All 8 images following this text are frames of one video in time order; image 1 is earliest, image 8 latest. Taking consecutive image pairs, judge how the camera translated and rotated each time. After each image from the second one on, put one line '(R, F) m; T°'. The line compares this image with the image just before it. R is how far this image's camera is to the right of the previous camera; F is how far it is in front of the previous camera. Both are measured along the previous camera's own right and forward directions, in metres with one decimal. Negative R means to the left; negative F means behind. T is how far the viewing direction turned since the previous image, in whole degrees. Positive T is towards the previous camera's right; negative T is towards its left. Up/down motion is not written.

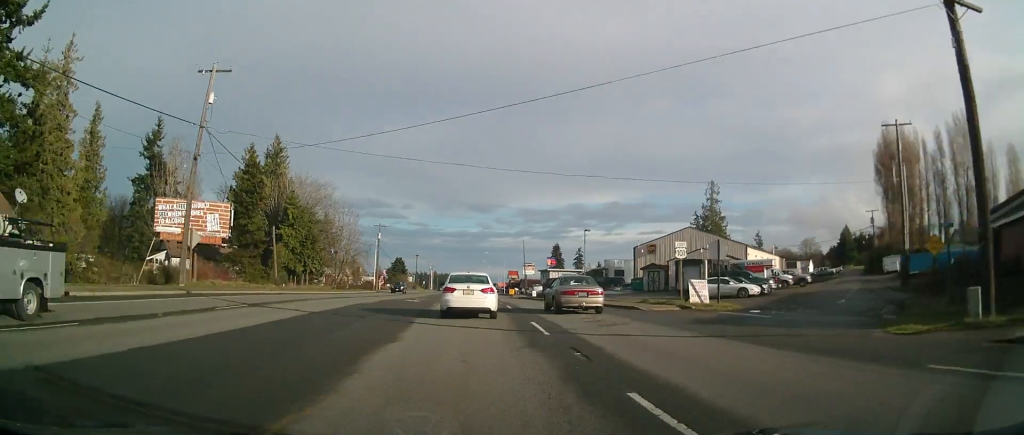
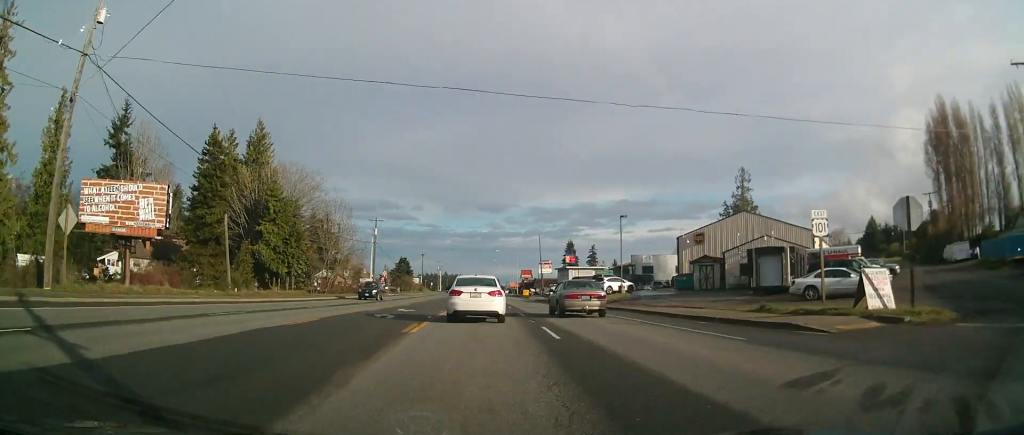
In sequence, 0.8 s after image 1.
(-0.5, +13.7) m; -1°
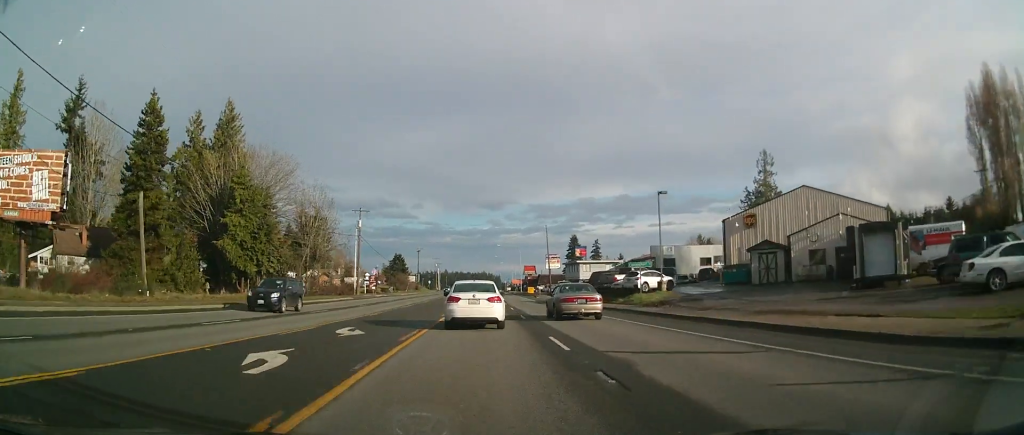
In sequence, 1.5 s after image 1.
(+0.5, +12.6) m; -1°
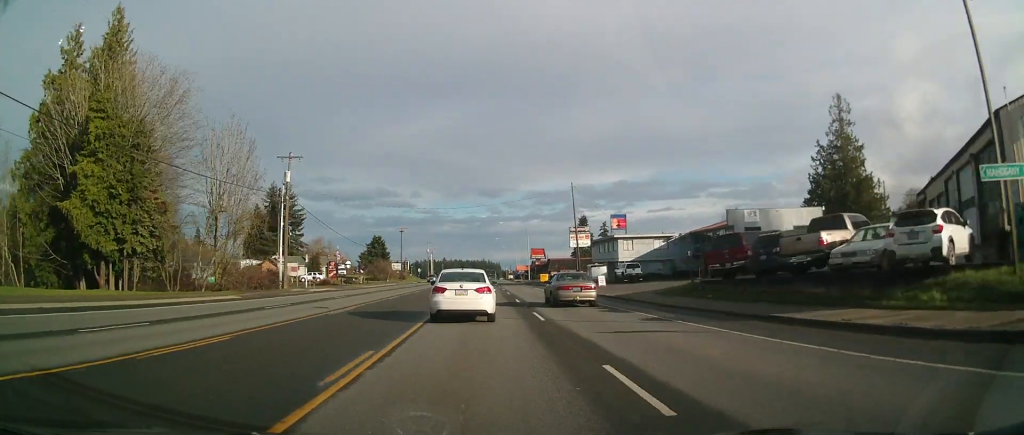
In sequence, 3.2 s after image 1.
(-1.3, +31.5) m; -3°
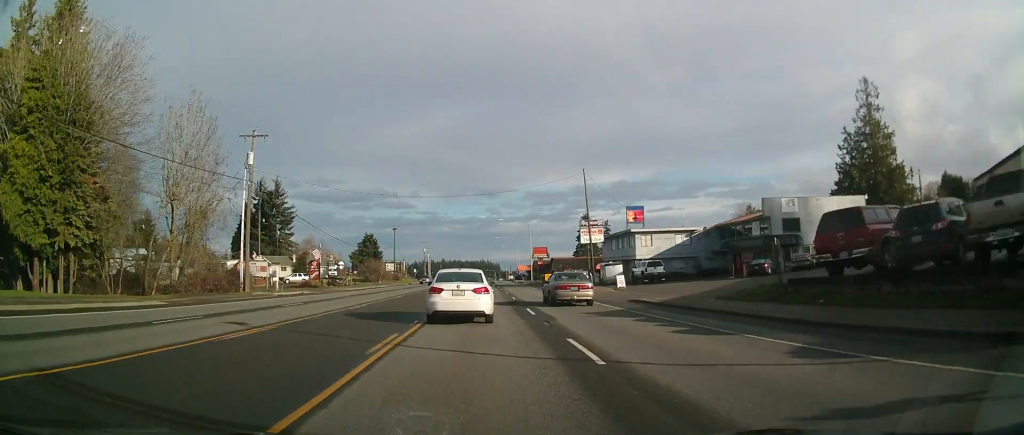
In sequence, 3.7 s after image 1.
(0.0, +9.2) m; 0°
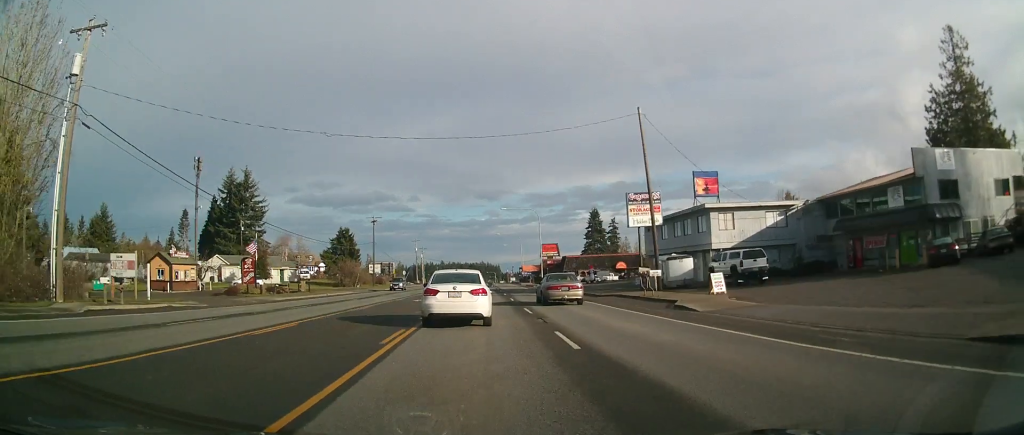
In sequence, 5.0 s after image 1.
(+0.4, +23.3) m; +2°
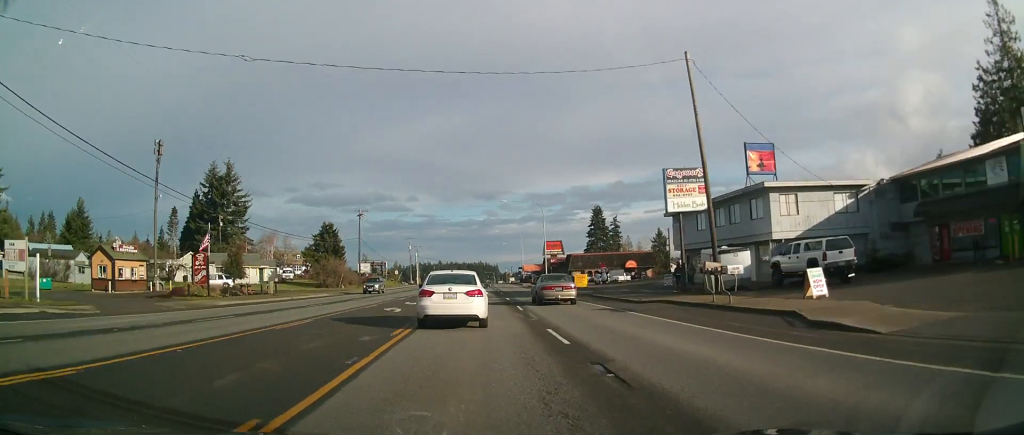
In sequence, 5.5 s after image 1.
(+0.5, +10.2) m; -1°
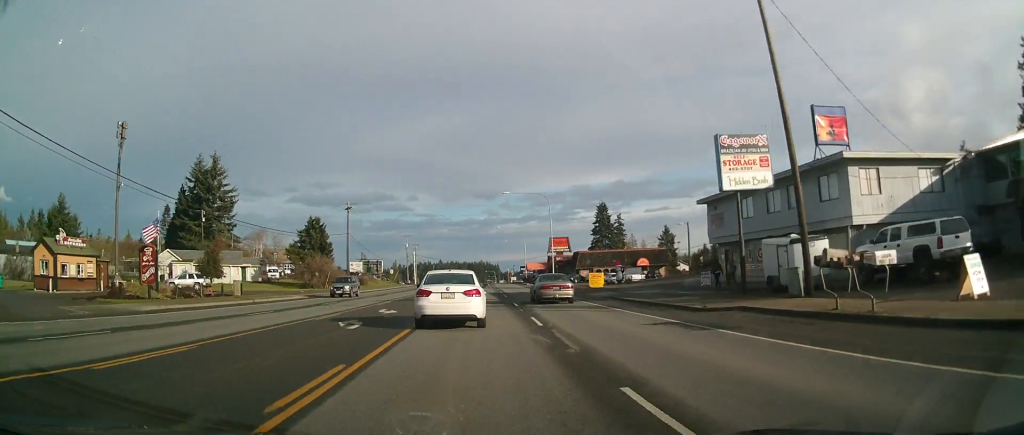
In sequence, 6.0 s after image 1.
(-0.3, +8.4) m; -1°
